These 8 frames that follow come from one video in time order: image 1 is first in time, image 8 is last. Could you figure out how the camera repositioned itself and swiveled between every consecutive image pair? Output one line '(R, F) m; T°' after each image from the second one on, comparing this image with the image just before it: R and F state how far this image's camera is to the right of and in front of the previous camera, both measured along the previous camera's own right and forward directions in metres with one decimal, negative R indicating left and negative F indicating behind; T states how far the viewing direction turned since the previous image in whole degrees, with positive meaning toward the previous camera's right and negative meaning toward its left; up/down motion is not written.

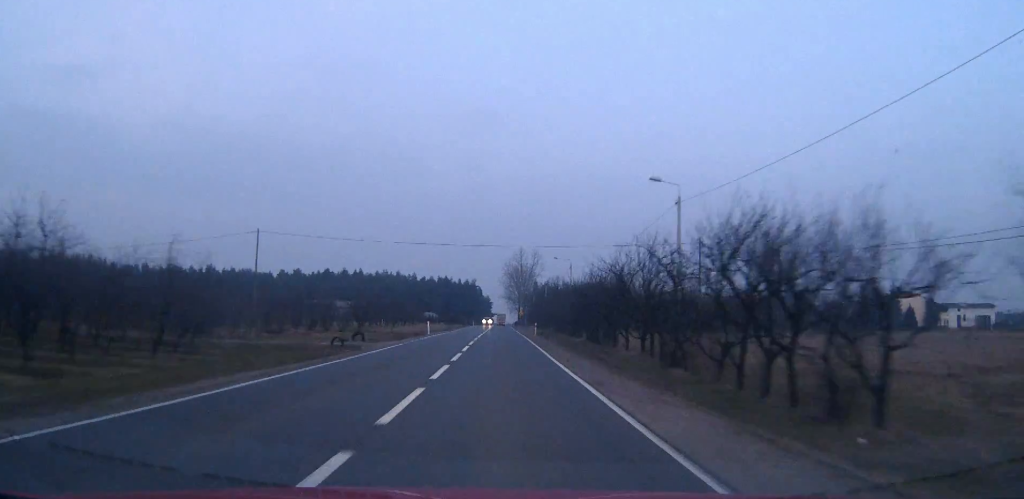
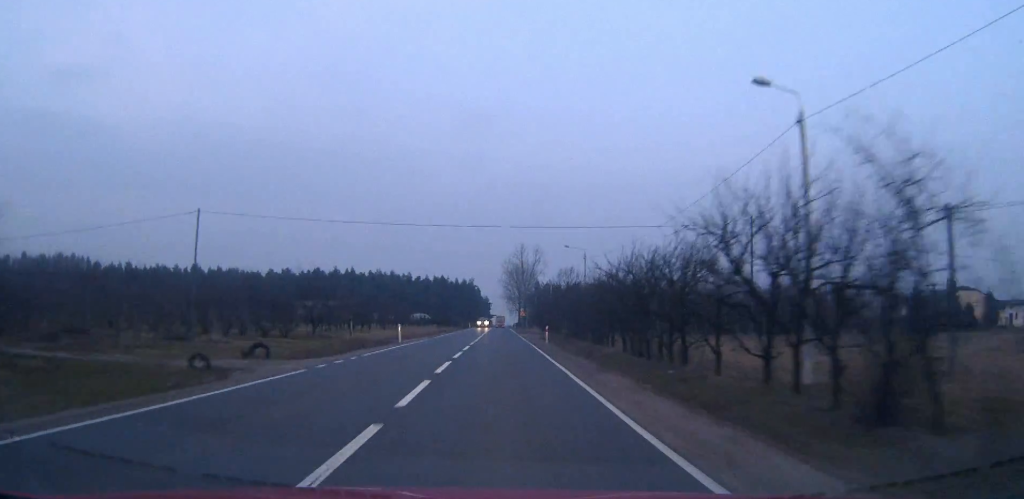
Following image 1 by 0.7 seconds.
(0.0, +16.1) m; 0°
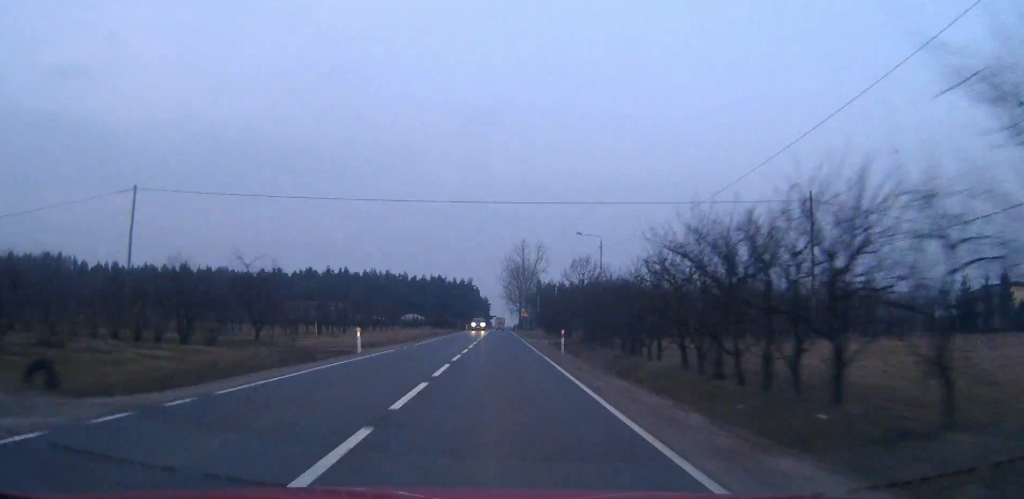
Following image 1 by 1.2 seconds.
(0.0, +12.1) m; 0°
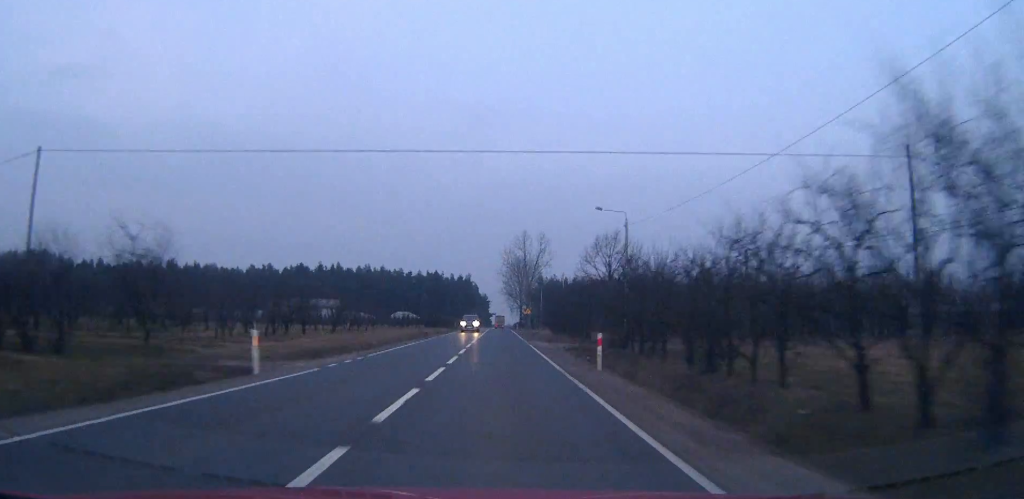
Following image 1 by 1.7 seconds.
(0.0, +13.0) m; 0°
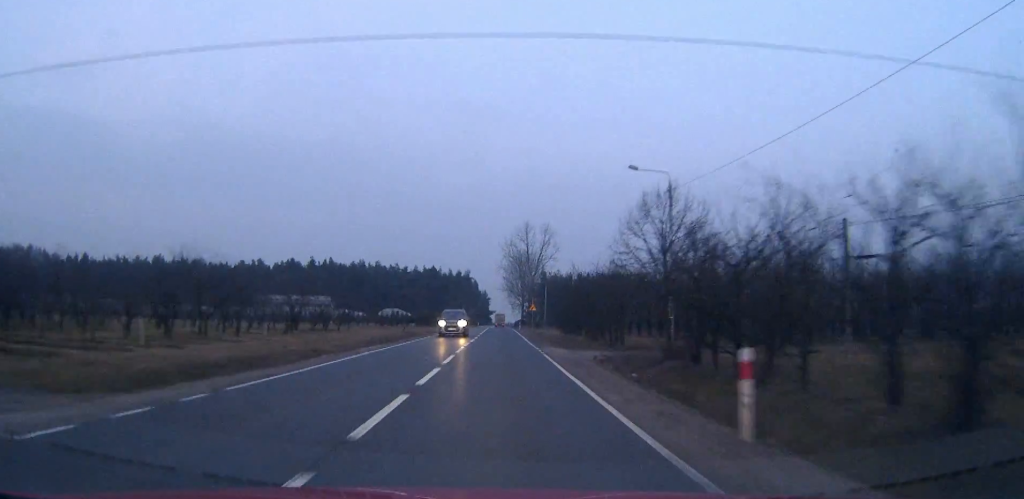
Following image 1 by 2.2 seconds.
(0.0, +13.0) m; 0°
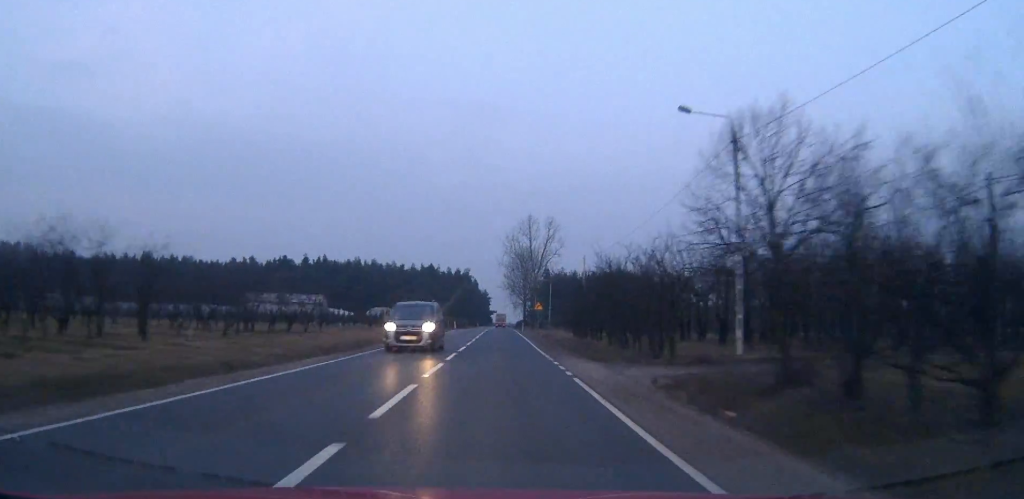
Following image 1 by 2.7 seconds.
(0.0, +10.6) m; 0°
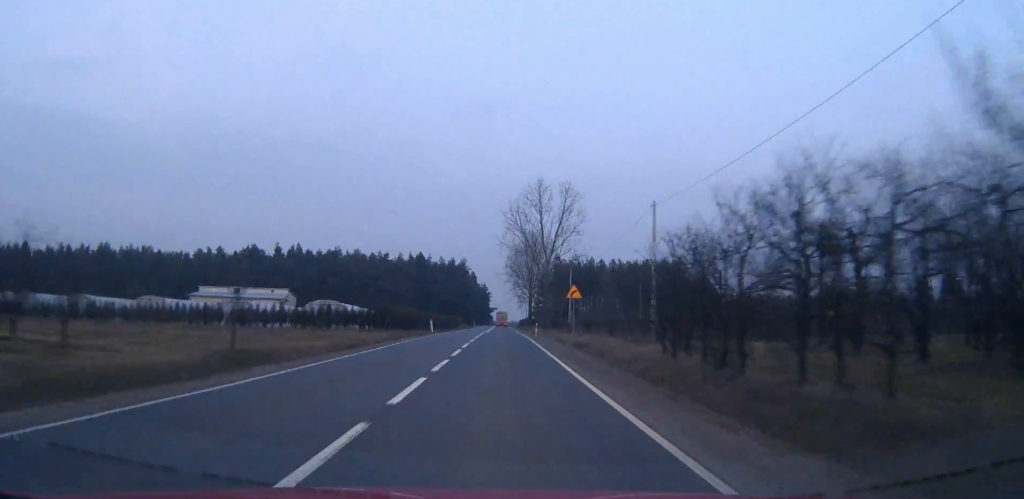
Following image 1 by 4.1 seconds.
(-0.1, +34.3) m; 0°
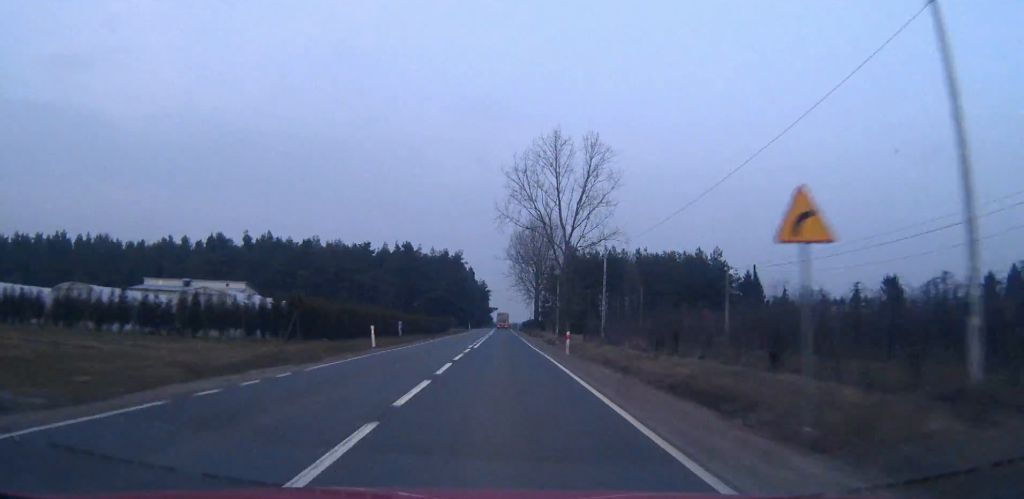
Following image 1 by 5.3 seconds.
(0.0, +29.8) m; 0°
